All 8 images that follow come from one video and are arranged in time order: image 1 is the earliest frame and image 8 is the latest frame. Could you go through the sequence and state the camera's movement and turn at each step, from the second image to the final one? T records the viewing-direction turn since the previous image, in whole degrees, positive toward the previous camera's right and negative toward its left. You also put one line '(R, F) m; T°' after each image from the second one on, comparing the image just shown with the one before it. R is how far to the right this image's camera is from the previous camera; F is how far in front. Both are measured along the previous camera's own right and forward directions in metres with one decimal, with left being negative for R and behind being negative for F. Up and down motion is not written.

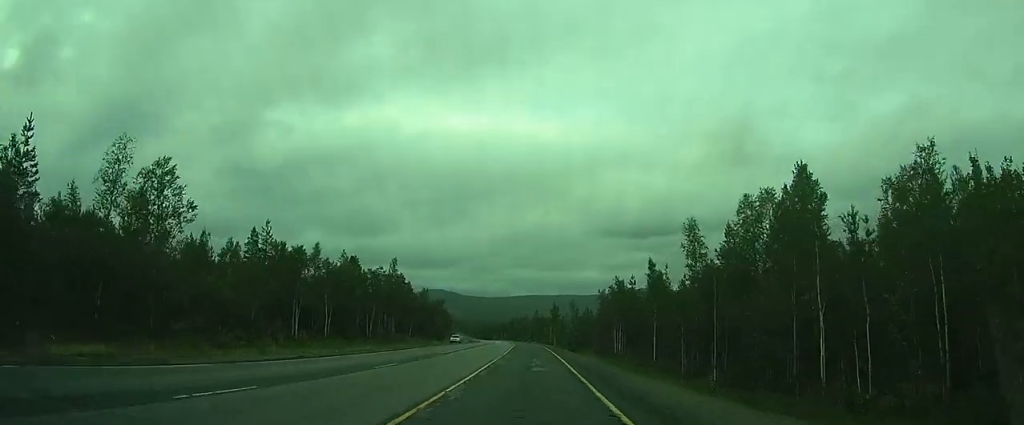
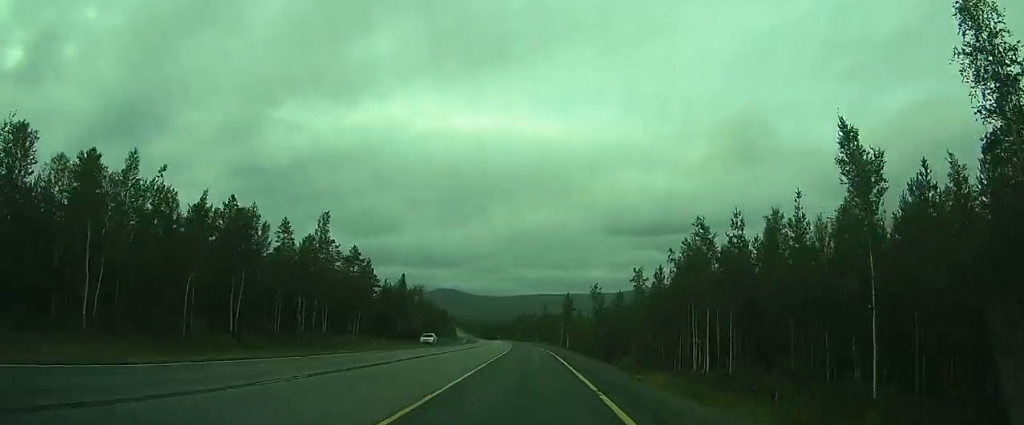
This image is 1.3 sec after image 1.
(-0.5, +32.2) m; -1°
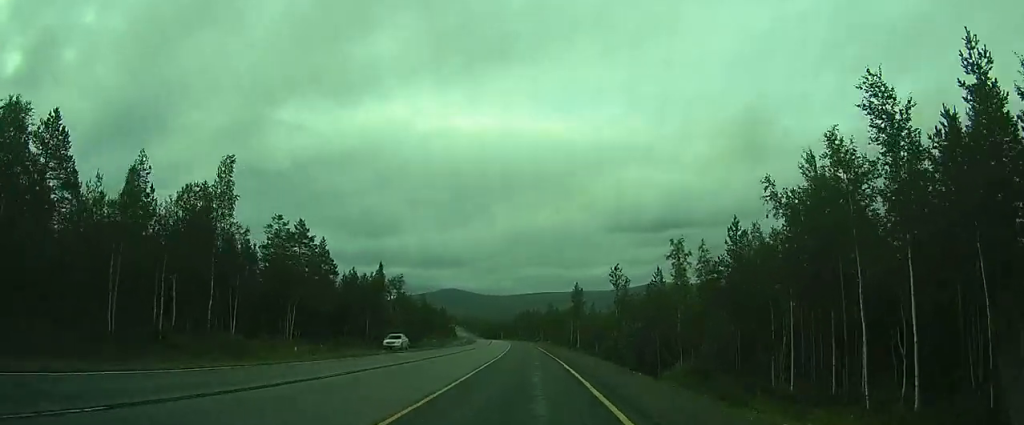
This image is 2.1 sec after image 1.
(0.0, +19.4) m; 0°
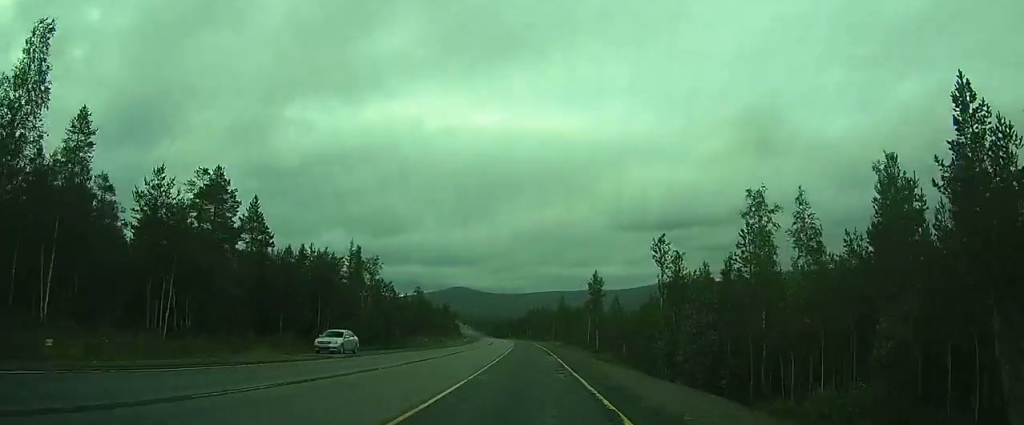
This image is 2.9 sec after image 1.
(-0.1, +18.8) m; 0°
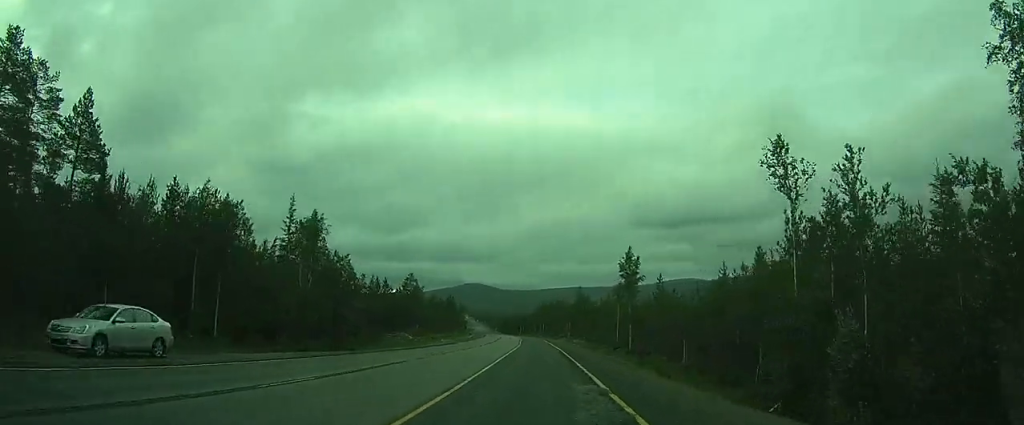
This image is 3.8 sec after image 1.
(-0.1, +22.2) m; -1°
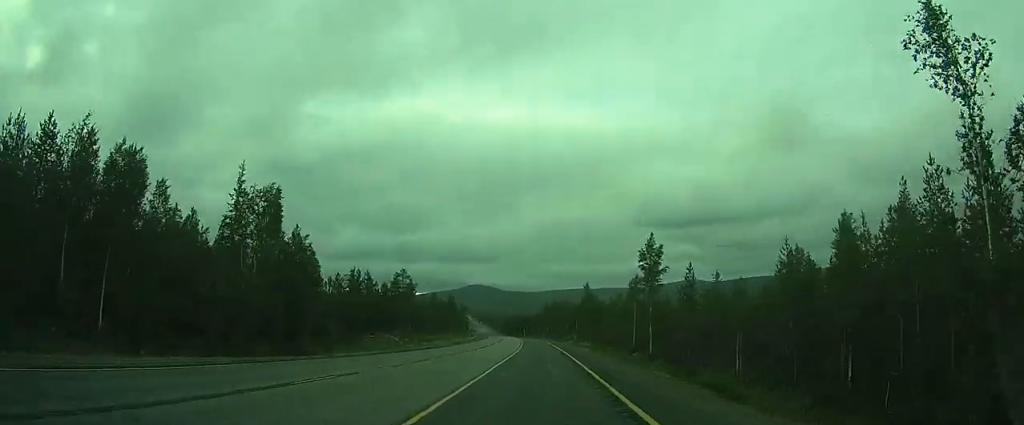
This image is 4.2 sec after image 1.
(0.0, +10.7) m; 0°
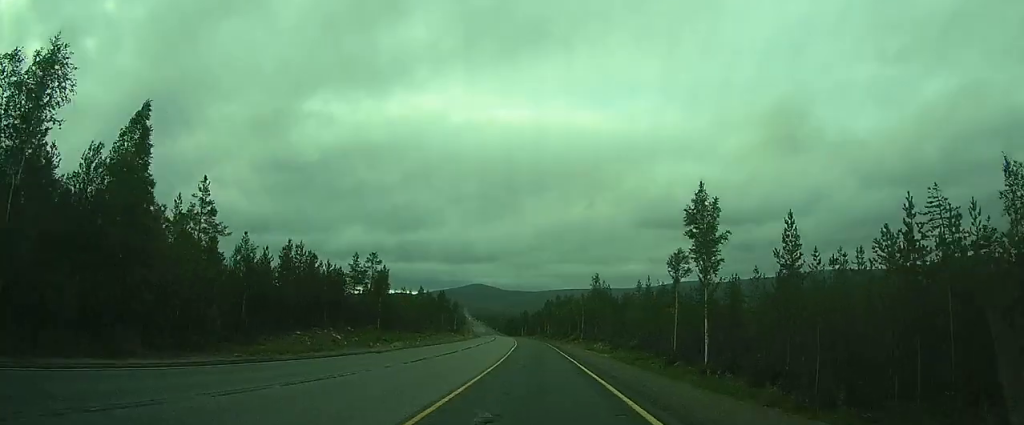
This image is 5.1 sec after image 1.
(-0.1, +20.8) m; -1°
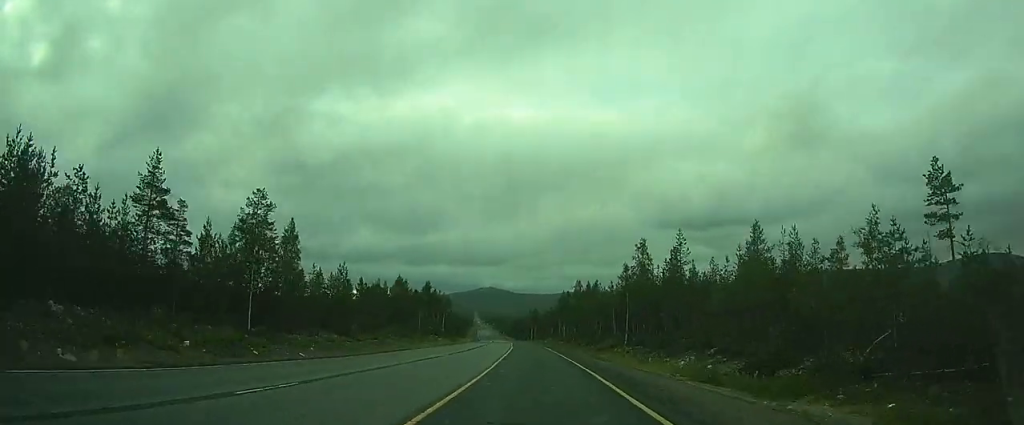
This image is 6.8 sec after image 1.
(-0.6, +43.5) m; -1°
